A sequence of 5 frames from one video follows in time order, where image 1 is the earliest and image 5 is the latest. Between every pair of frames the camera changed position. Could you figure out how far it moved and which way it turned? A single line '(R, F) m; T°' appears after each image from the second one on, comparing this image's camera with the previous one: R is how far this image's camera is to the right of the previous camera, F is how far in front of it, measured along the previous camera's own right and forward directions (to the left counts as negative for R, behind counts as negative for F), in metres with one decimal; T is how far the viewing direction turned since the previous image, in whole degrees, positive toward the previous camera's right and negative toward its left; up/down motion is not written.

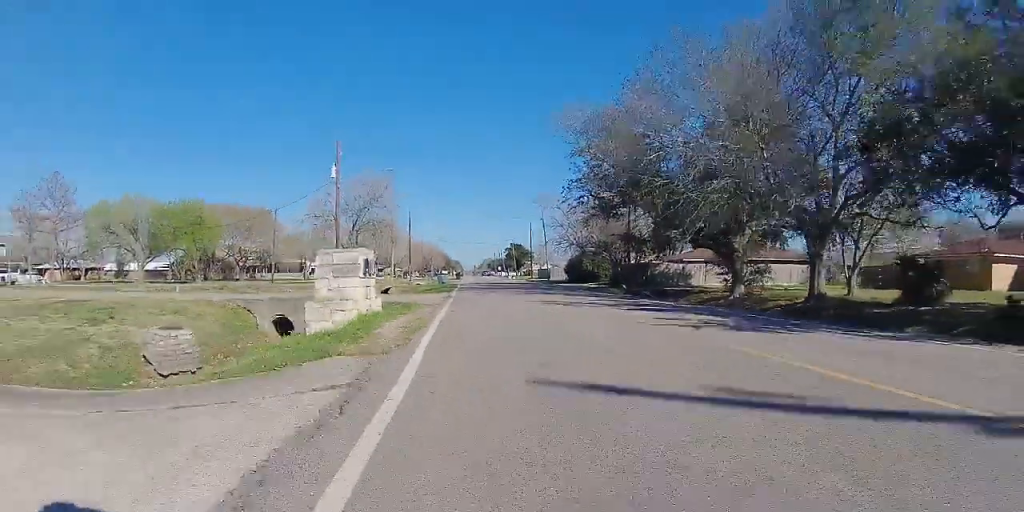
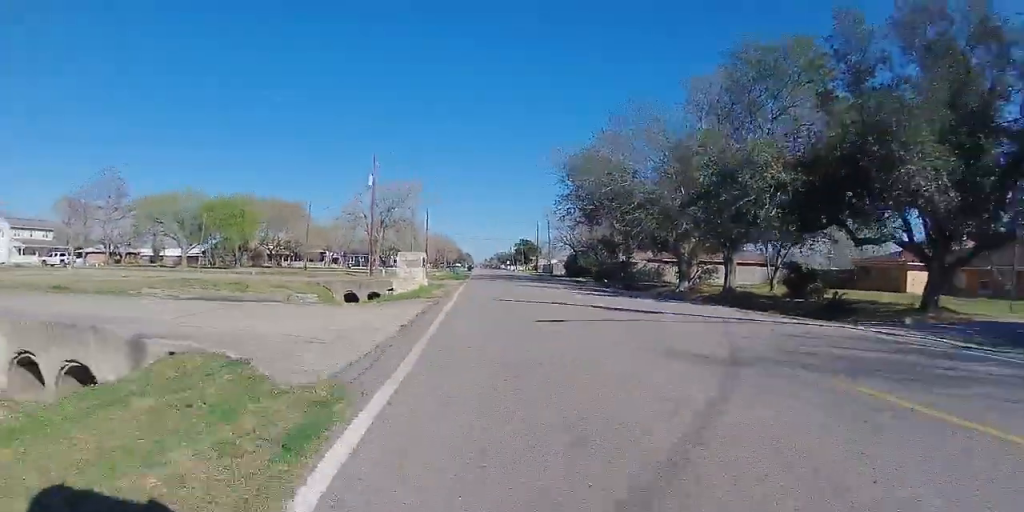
(-0.1, +11.1) m; -2°
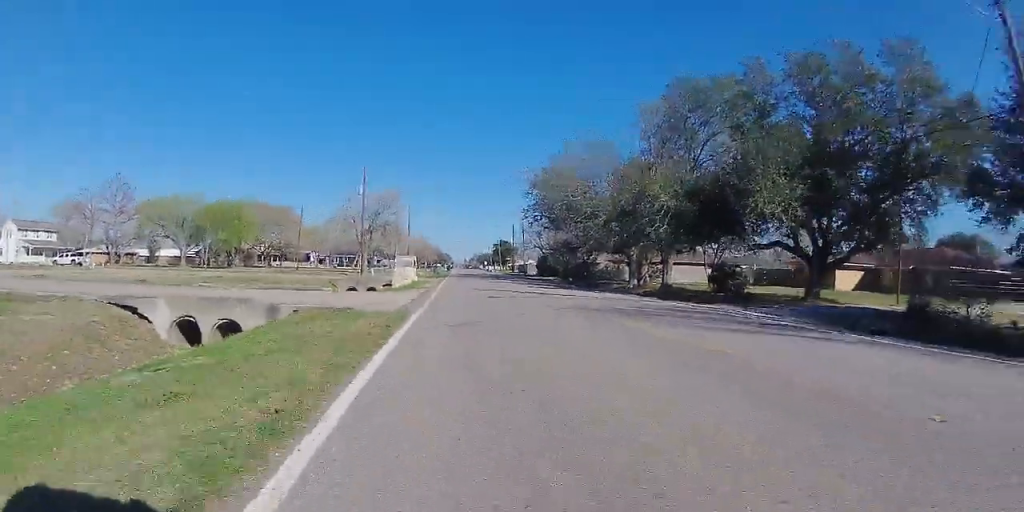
(-0.1, +8.2) m; -2°
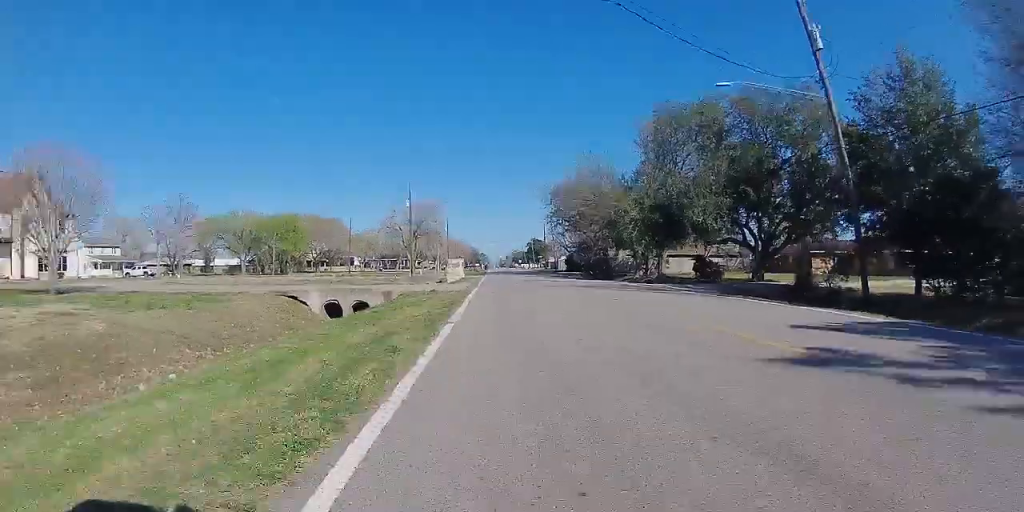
(0.0, +12.1) m; +2°
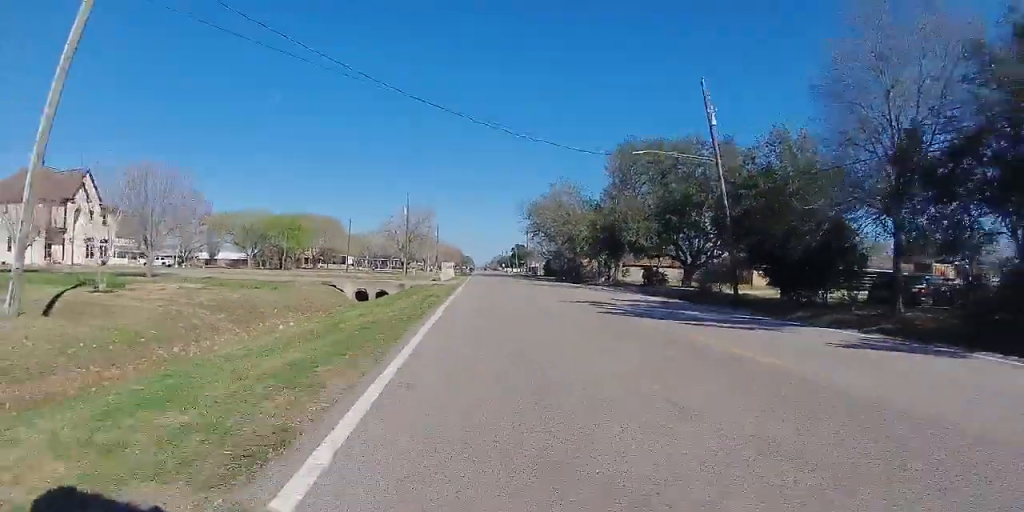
(+0.2, +10.9) m; 0°
